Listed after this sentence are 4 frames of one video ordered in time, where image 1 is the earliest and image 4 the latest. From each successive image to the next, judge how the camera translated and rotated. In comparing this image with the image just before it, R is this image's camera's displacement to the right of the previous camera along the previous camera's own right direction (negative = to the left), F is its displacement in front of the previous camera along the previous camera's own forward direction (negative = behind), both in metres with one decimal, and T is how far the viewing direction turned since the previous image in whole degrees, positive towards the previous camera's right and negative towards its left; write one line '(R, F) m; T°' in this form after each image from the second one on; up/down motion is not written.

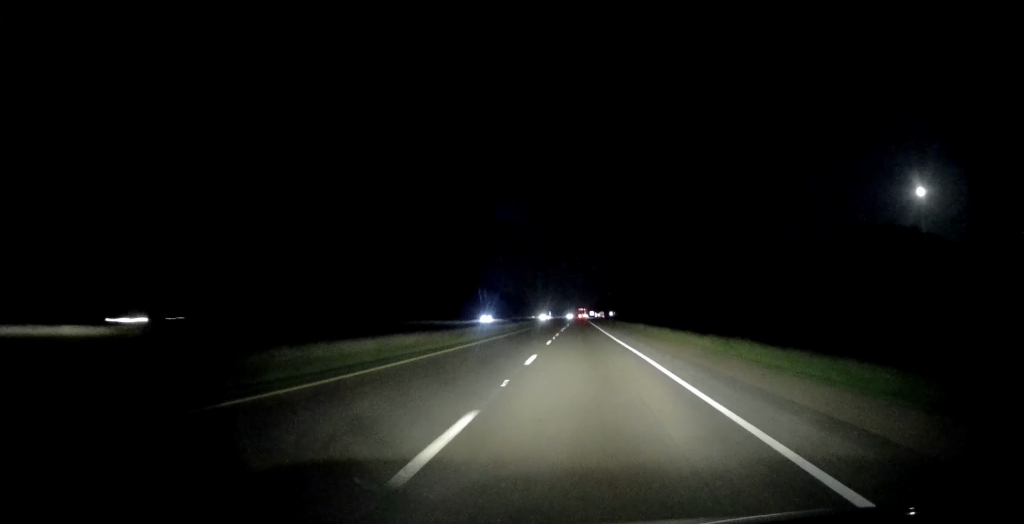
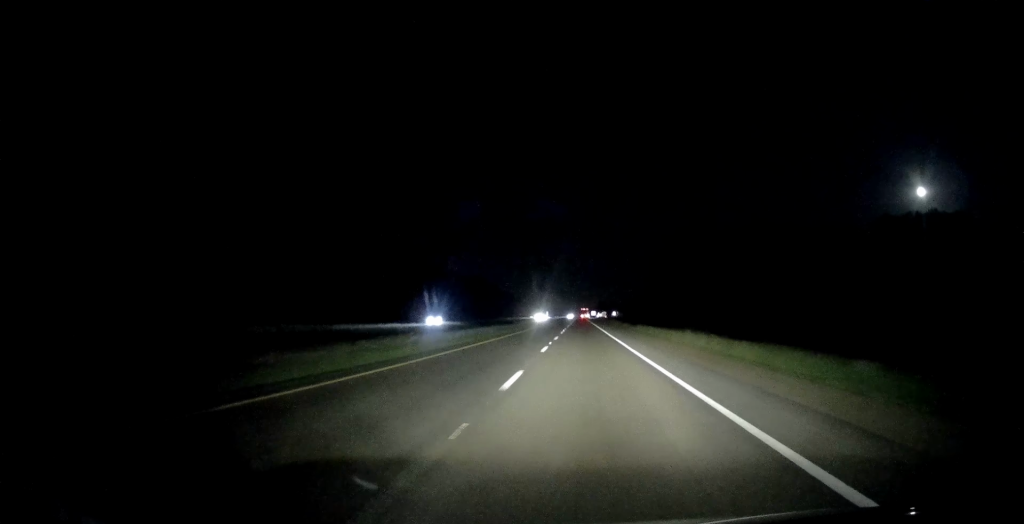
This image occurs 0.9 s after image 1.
(-0.1, +24.8) m; -1°
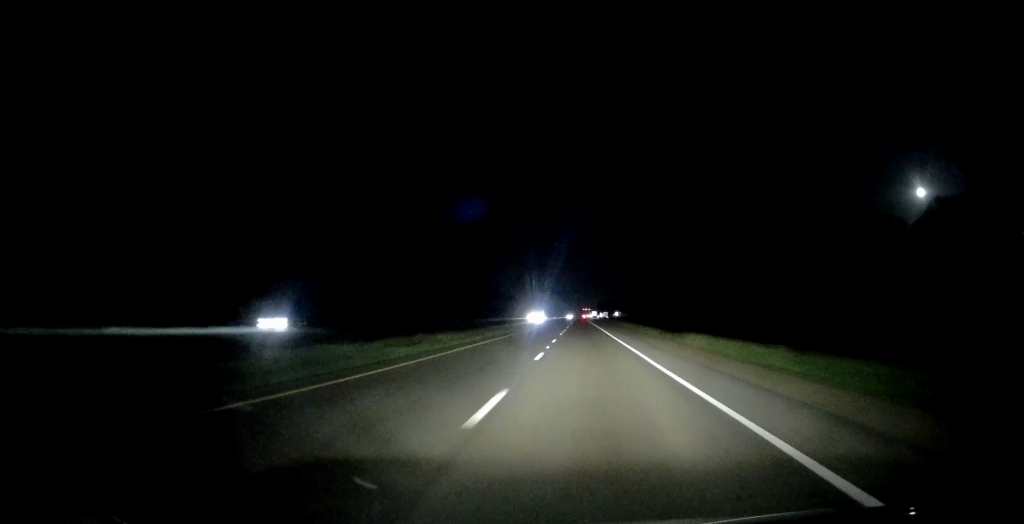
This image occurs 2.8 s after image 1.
(-0.4, +48.9) m; 0°
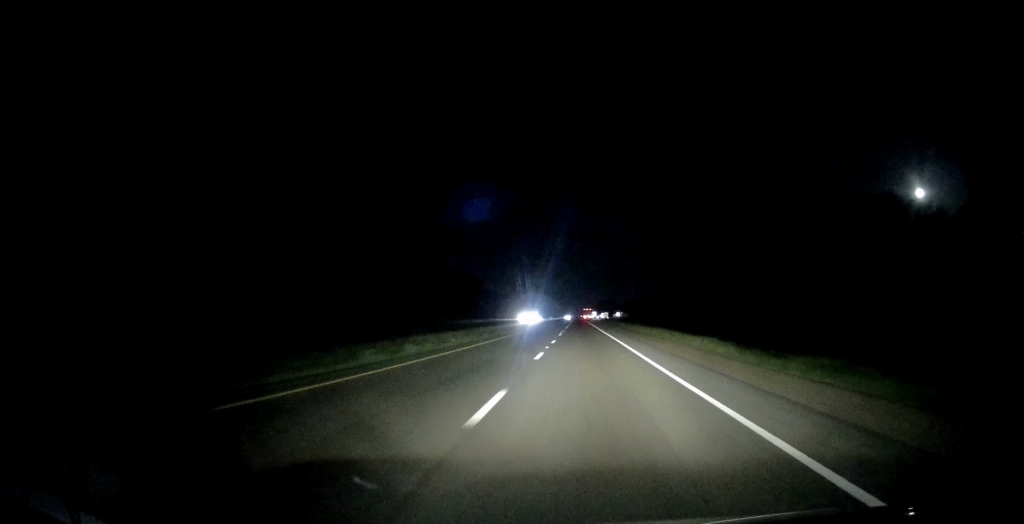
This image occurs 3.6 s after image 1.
(+0.1, +21.4) m; 0°
